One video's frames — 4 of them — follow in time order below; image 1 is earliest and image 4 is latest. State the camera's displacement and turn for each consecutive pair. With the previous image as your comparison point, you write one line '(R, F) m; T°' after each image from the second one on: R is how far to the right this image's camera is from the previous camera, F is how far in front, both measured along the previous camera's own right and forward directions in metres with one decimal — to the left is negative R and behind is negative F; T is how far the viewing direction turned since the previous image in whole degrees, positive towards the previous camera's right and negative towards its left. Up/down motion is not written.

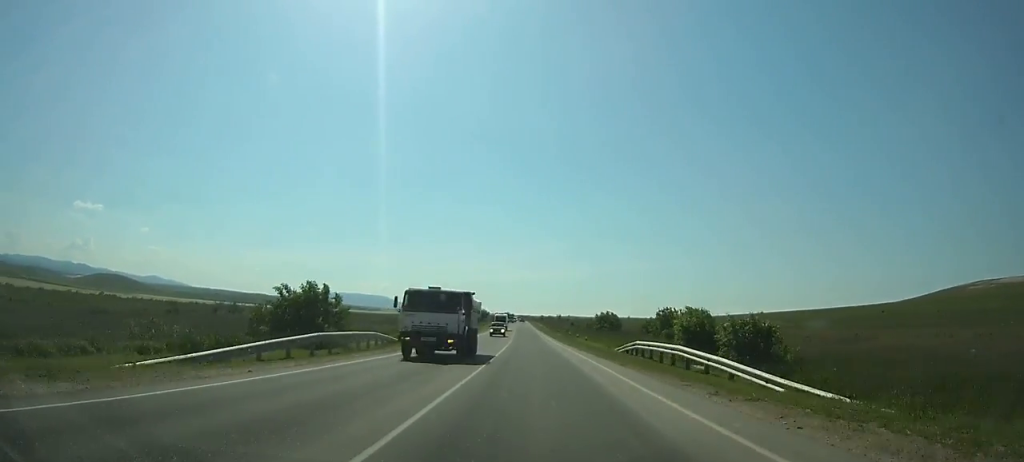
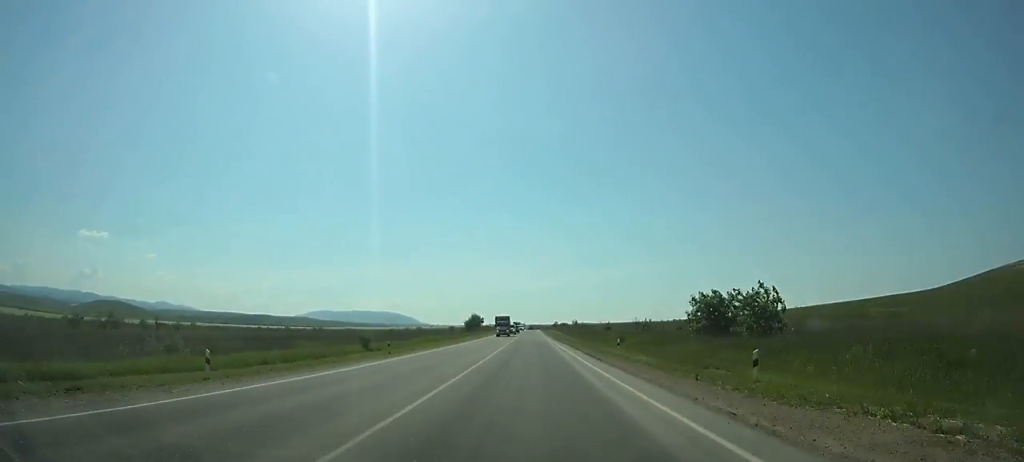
(-1.1, +59.8) m; -1°
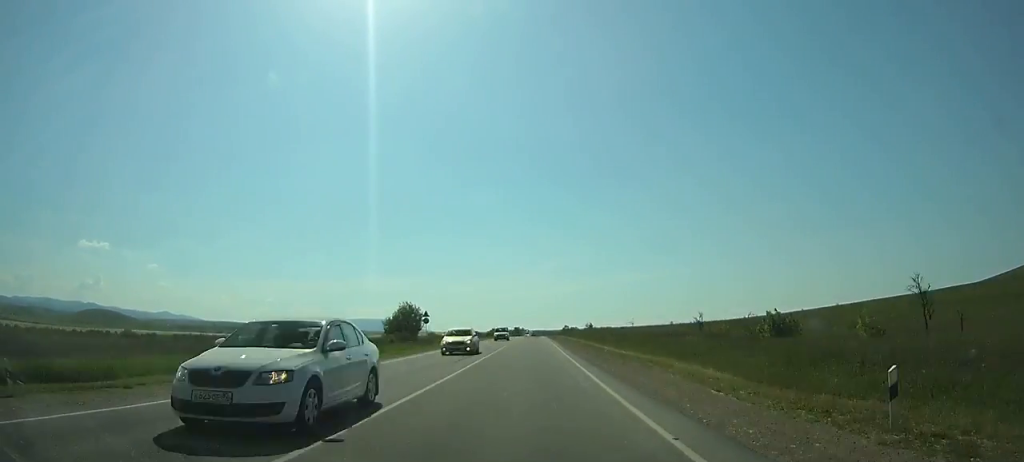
(-0.6, +76.1) m; -1°
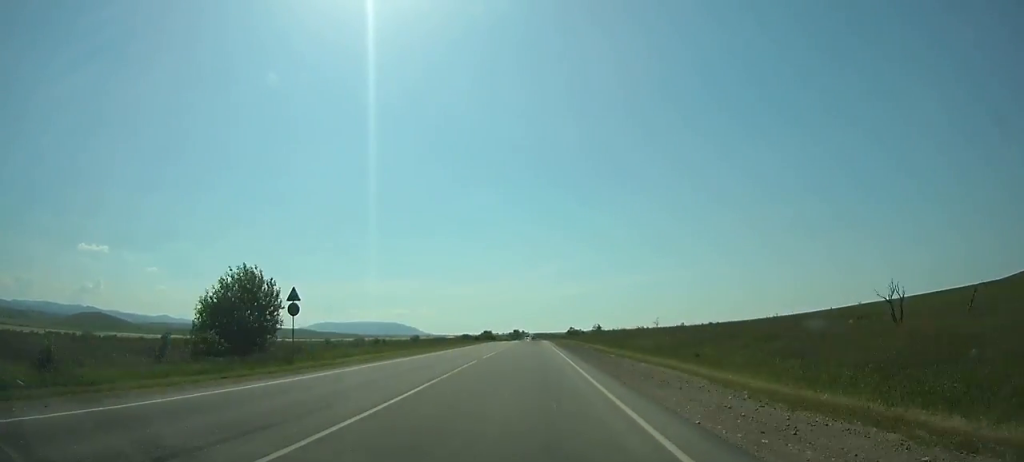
(-0.1, +37.4) m; 0°
